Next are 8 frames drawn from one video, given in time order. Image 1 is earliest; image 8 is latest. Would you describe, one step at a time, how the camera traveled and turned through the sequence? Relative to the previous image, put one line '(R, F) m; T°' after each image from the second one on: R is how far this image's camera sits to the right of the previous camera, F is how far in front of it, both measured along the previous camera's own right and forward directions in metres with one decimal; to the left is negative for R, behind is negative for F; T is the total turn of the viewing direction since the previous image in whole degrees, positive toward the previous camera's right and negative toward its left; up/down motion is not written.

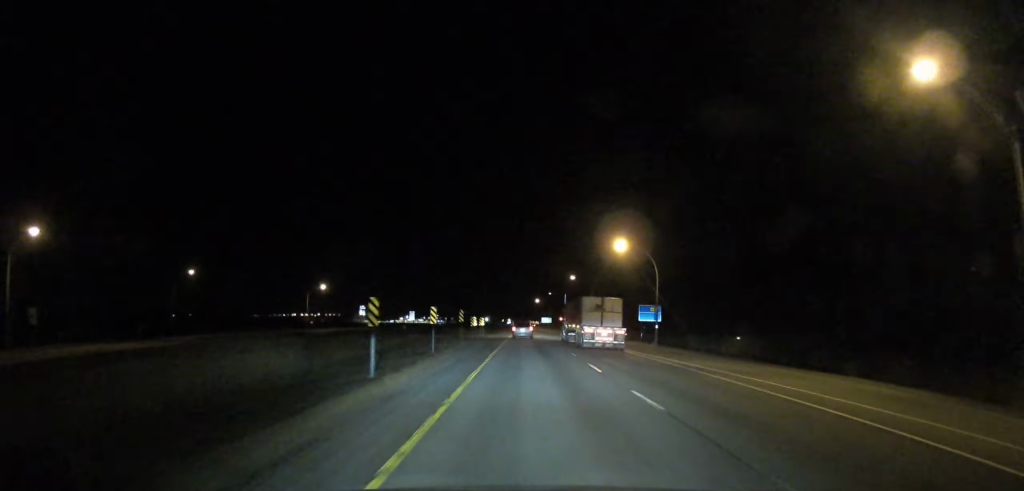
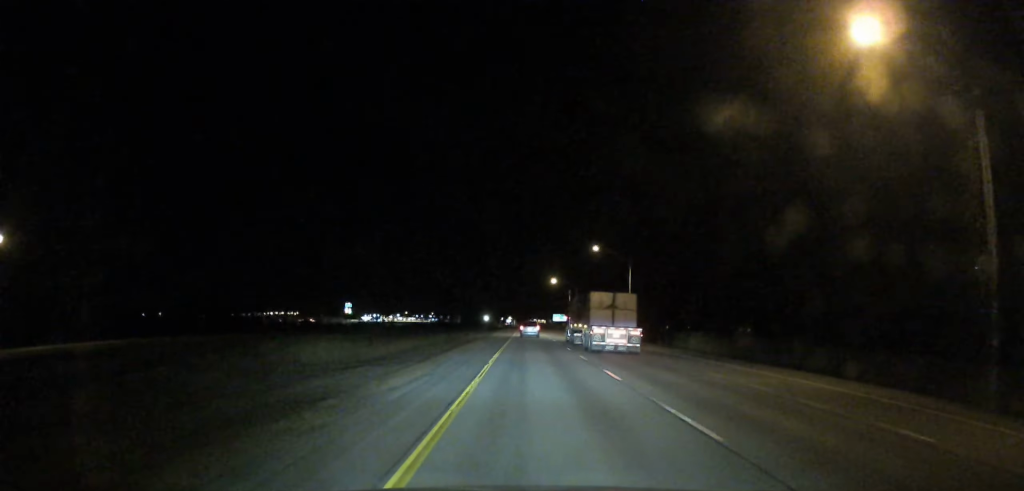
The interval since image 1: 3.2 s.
(+0.1, +104.7) m; 0°
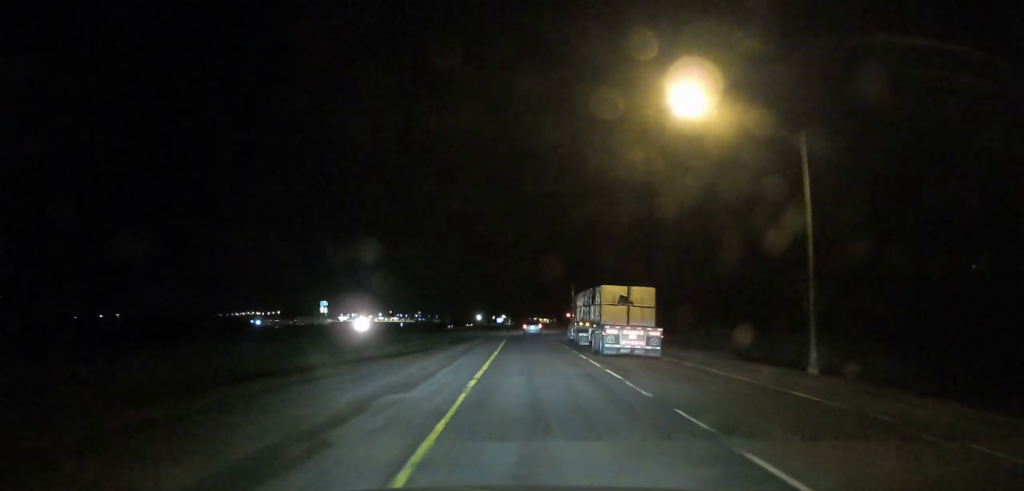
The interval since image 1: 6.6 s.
(-0.5, +105.0) m; -3°
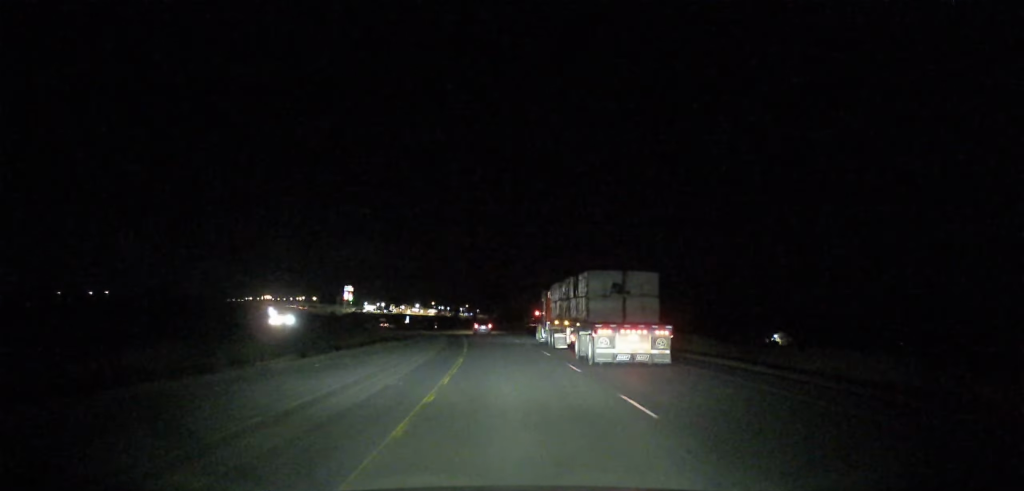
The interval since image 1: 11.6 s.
(-6.8, +153.9) m; -8°
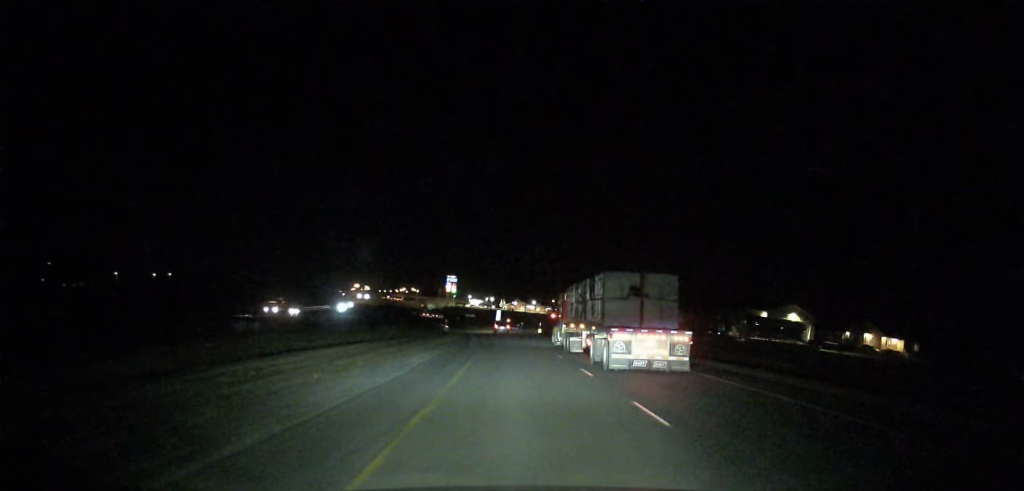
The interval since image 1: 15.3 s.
(-7.5, +113.1) m; -8°
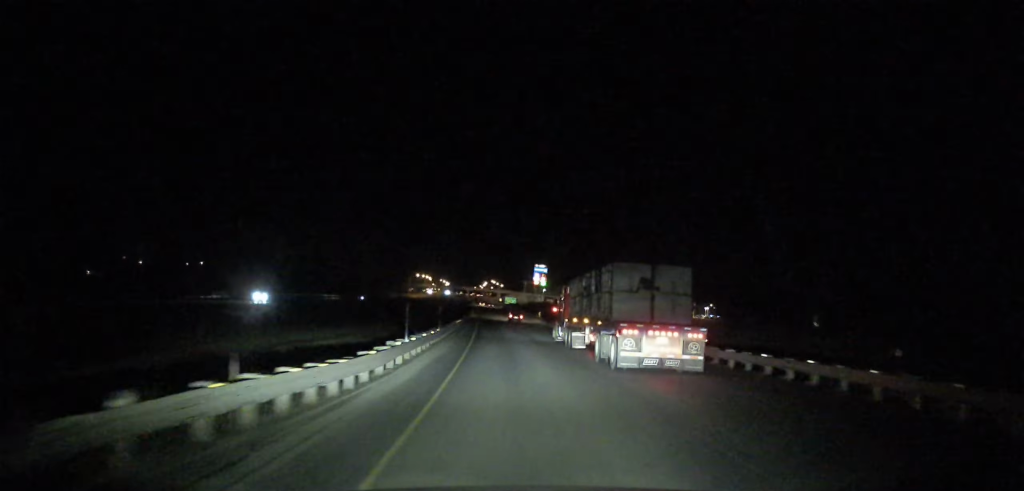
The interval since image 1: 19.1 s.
(-7.9, +113.2) m; -7°
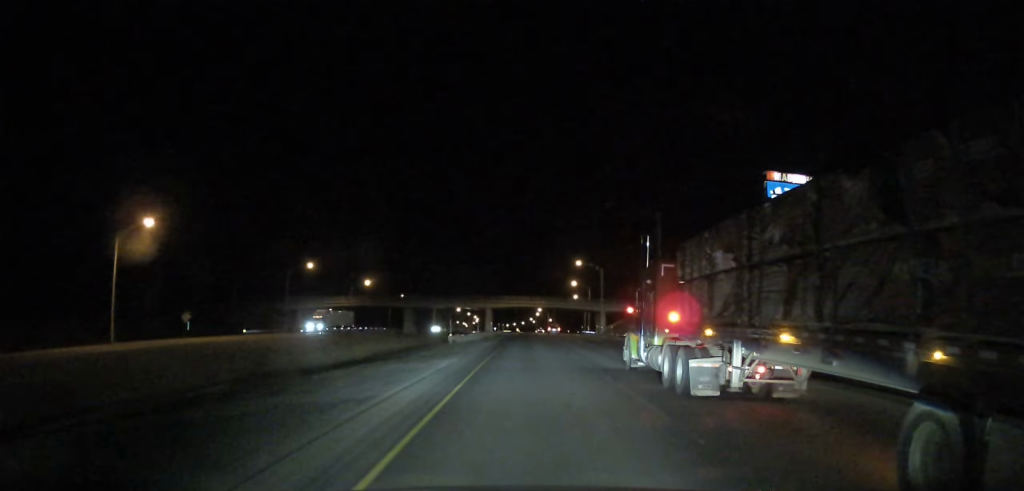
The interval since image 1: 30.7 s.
(-21.3, +353.9) m; -4°
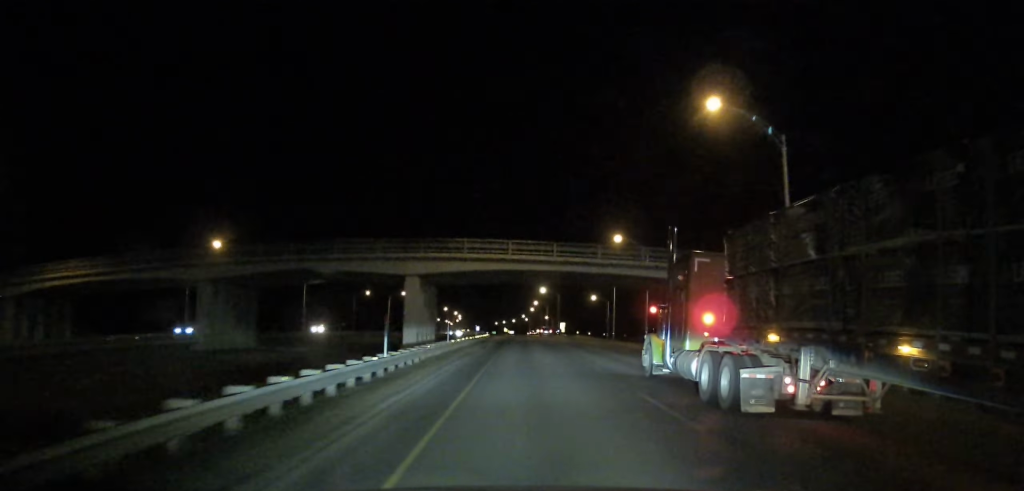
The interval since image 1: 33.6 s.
(+0.2, +91.3) m; 0°
